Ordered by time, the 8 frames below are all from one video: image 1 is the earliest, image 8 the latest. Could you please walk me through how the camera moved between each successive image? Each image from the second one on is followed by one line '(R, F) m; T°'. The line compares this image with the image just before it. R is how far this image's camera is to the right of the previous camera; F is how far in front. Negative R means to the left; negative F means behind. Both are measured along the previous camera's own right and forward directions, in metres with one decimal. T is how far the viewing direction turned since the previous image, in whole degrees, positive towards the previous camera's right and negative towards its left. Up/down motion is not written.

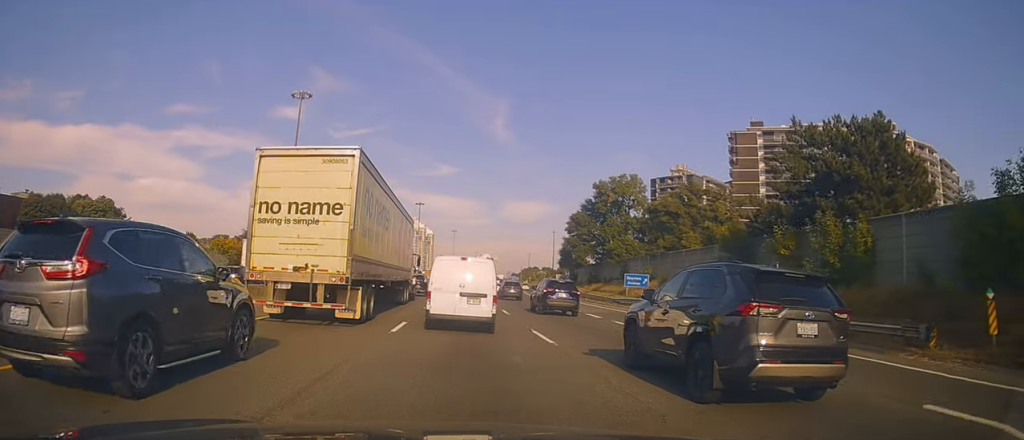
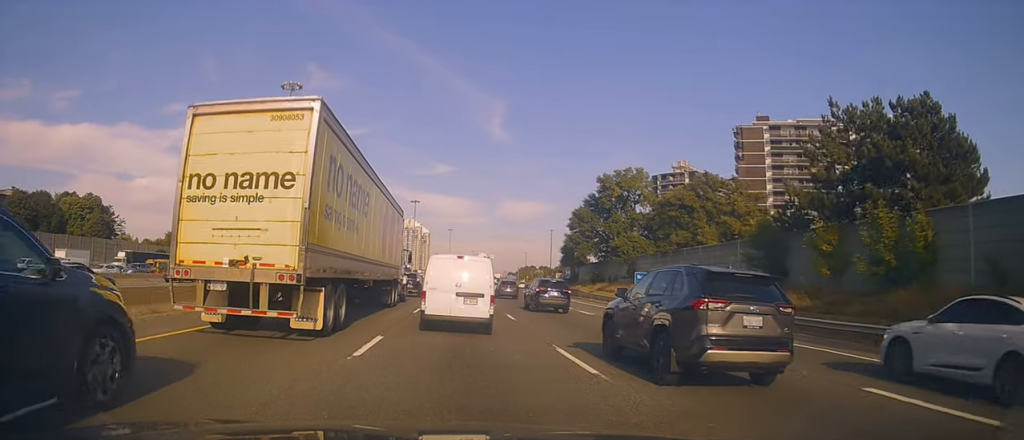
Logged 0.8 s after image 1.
(+0.5, +5.0) m; -2°
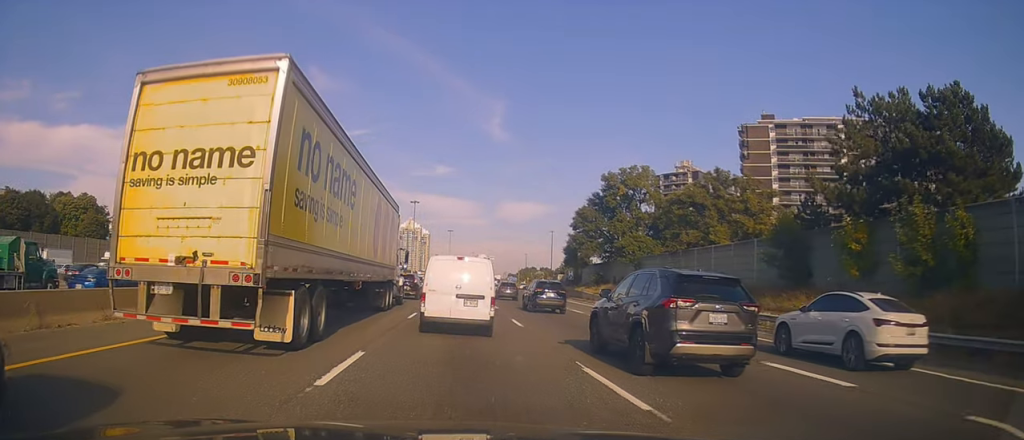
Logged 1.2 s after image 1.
(-0.2, +2.8) m; -1°
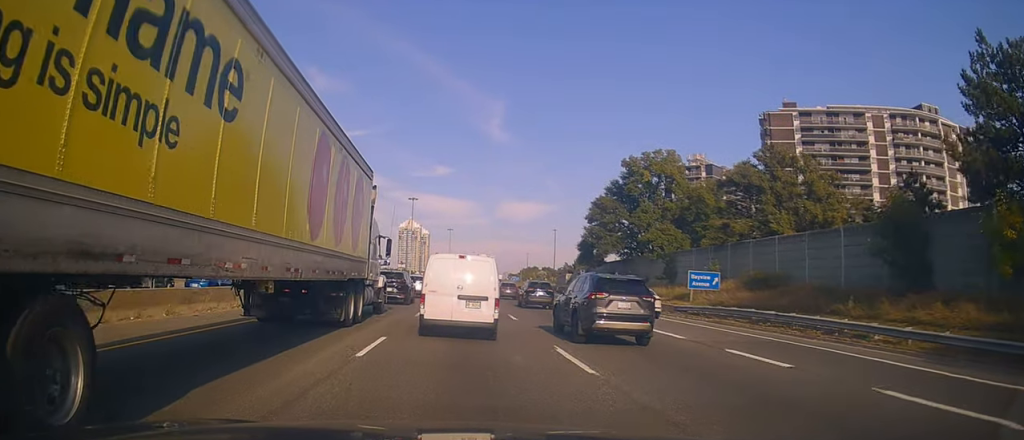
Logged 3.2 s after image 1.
(+0.1, +10.5) m; +2°
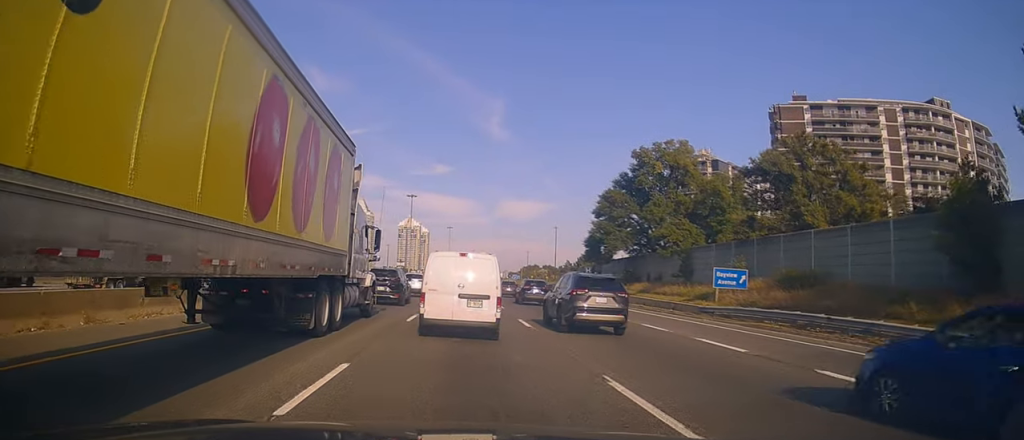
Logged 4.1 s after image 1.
(-0.3, +4.2) m; -2°
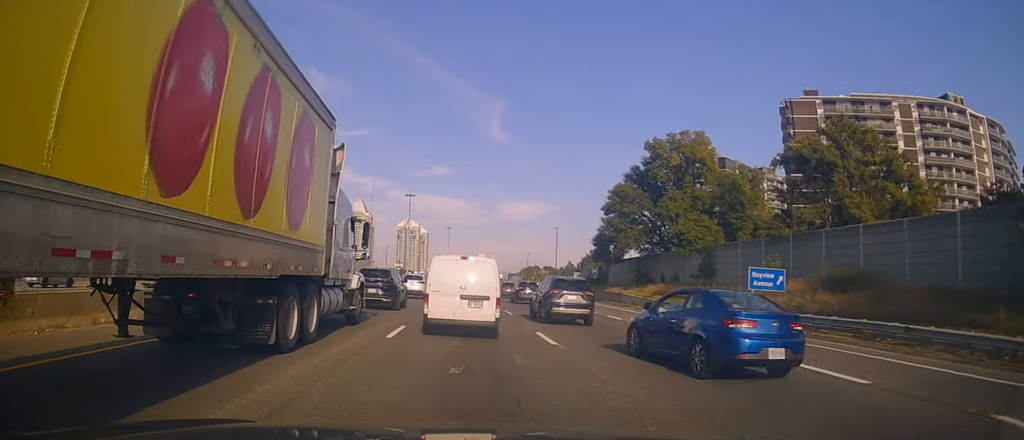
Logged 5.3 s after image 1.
(+0.1, +5.4) m; 0°
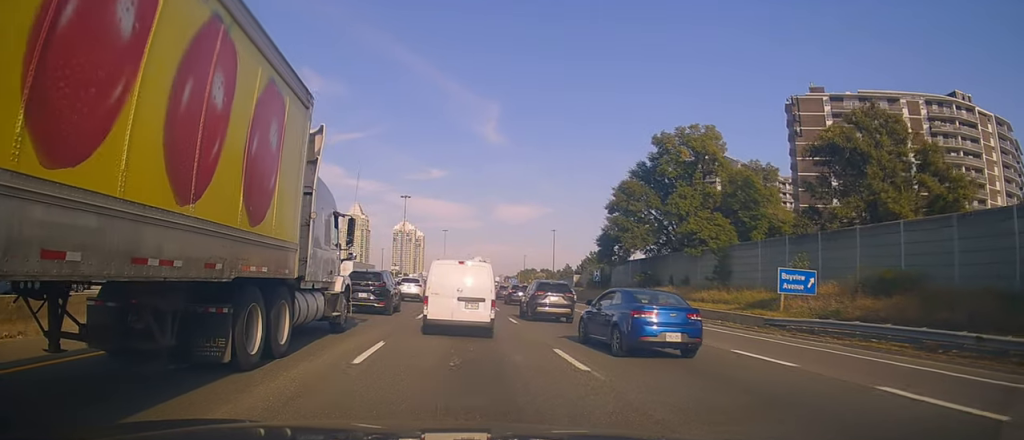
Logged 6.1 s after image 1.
(-0.1, +3.6) m; 0°
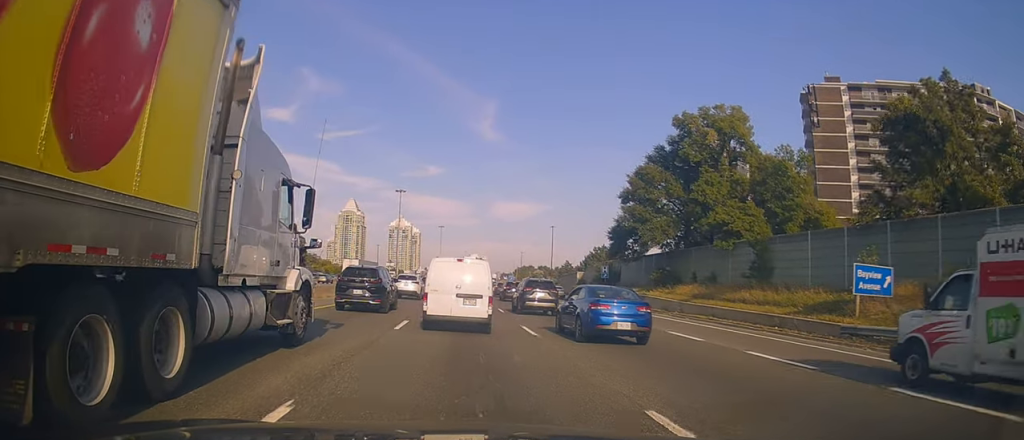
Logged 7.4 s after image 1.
(-0.1, +5.2) m; 0°
